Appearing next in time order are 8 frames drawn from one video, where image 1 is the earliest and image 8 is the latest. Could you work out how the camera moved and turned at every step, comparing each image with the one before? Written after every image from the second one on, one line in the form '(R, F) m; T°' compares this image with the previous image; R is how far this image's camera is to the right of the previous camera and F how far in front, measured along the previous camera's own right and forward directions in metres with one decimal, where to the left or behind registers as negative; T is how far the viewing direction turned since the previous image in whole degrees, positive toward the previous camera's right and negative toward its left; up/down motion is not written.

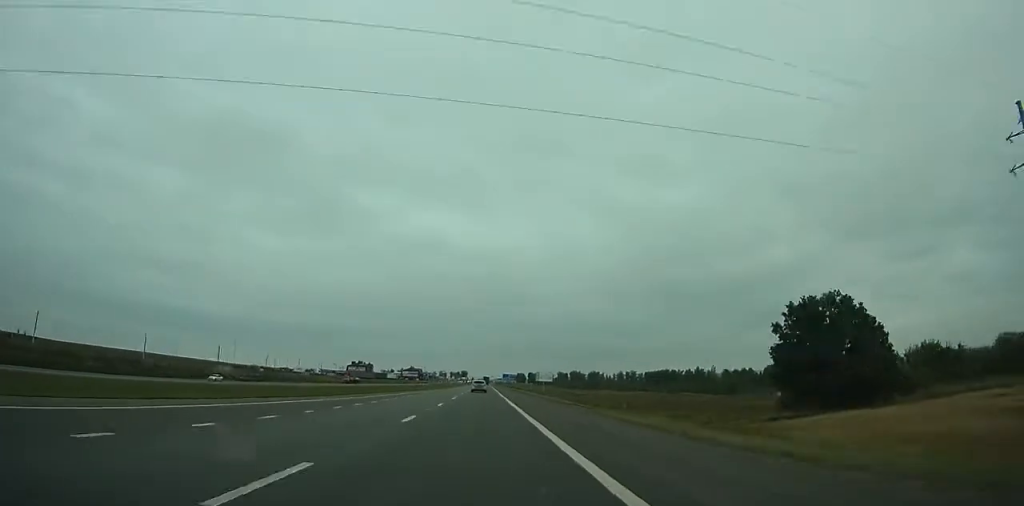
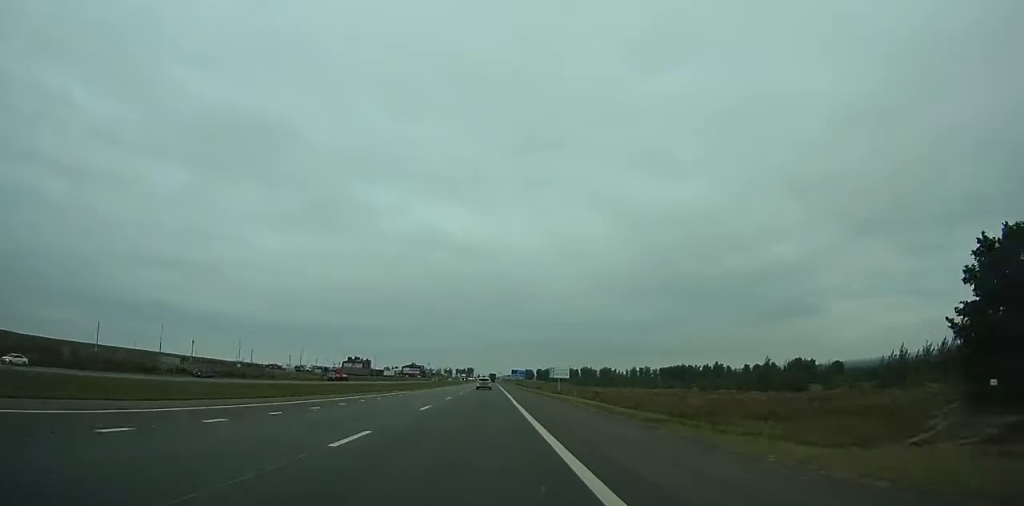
(+0.1, +31.9) m; 0°
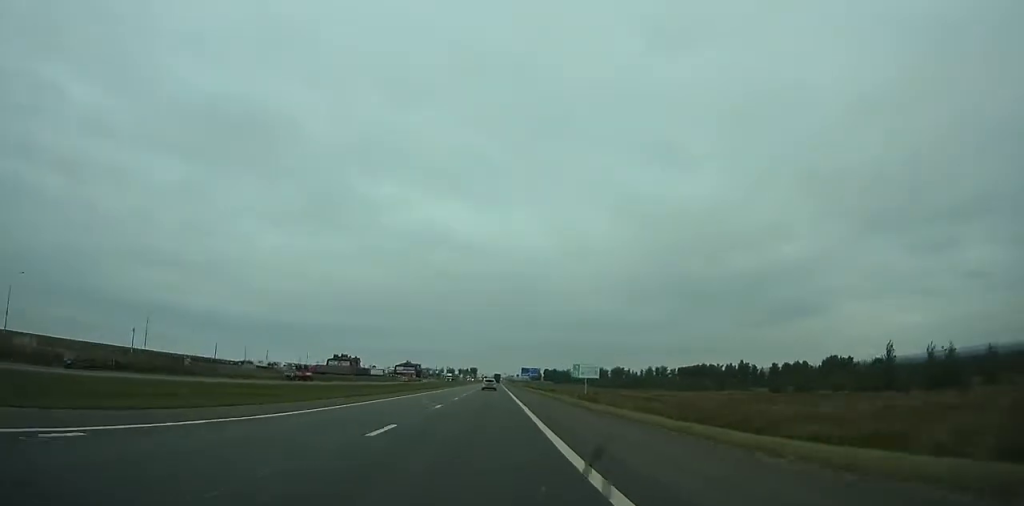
(-0.2, +45.8) m; -1°
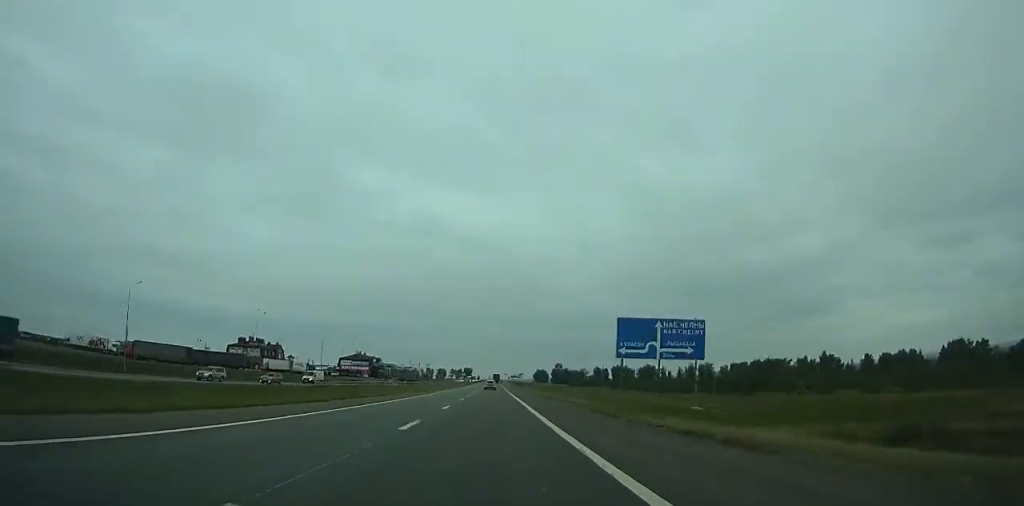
(-1.6, +136.9) m; -1°
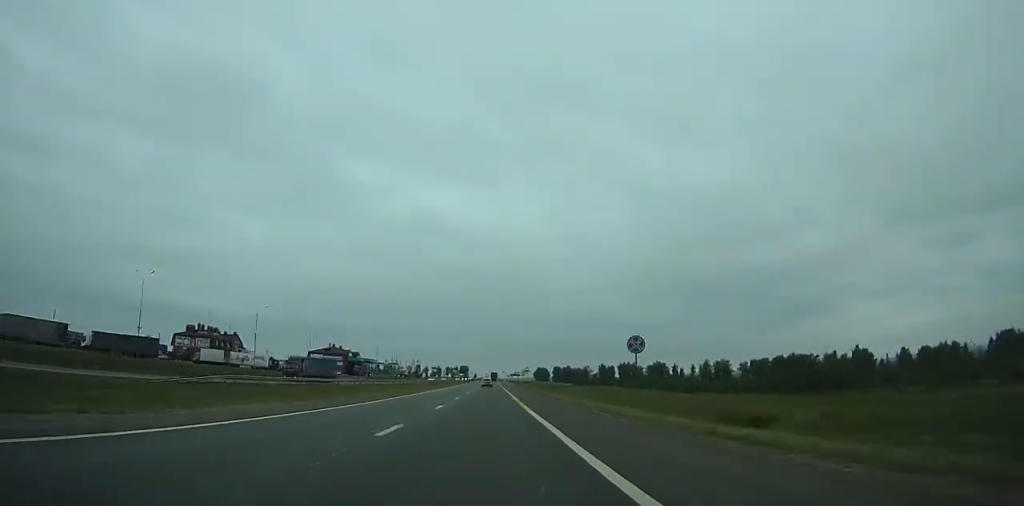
(0.0, +39.6) m; 0°
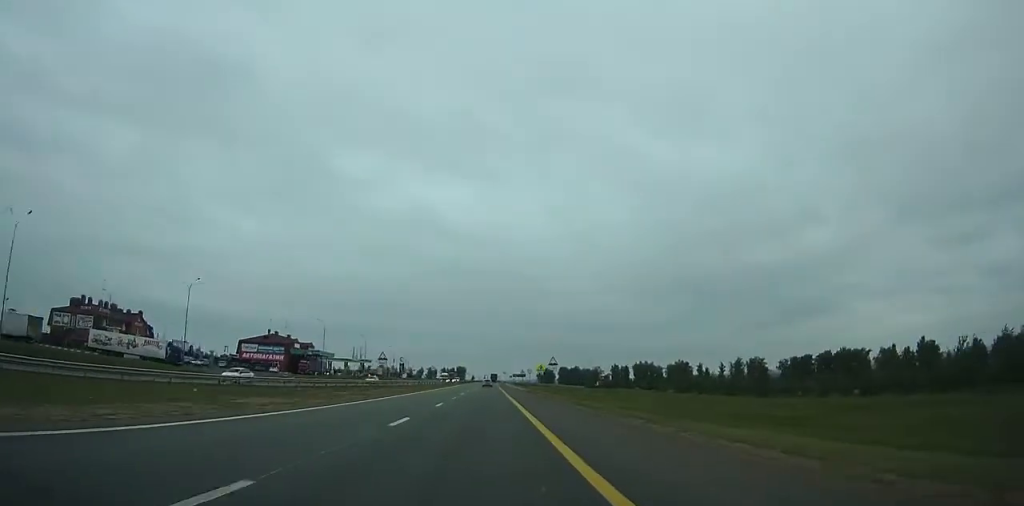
(+0.3, +56.5) m; 0°
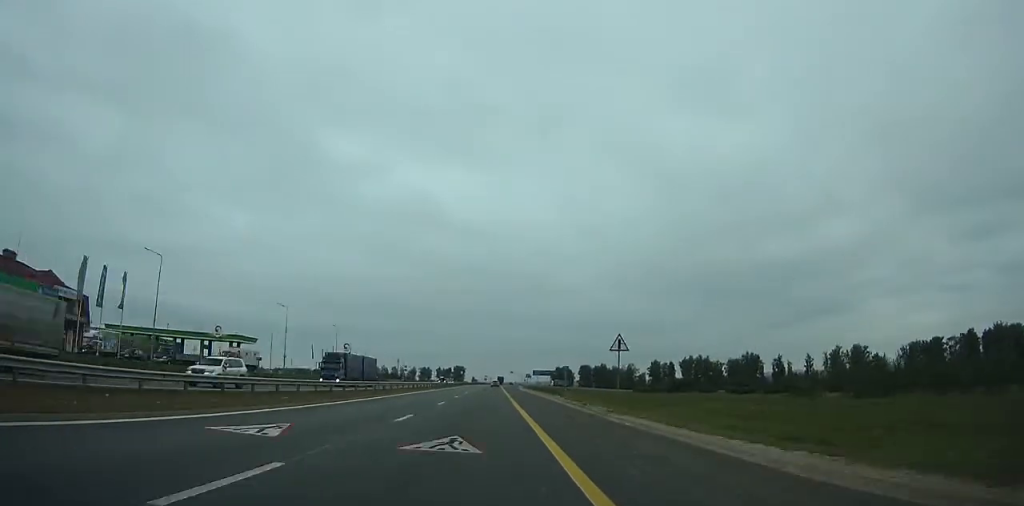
(0.0, +108.5) m; 0°
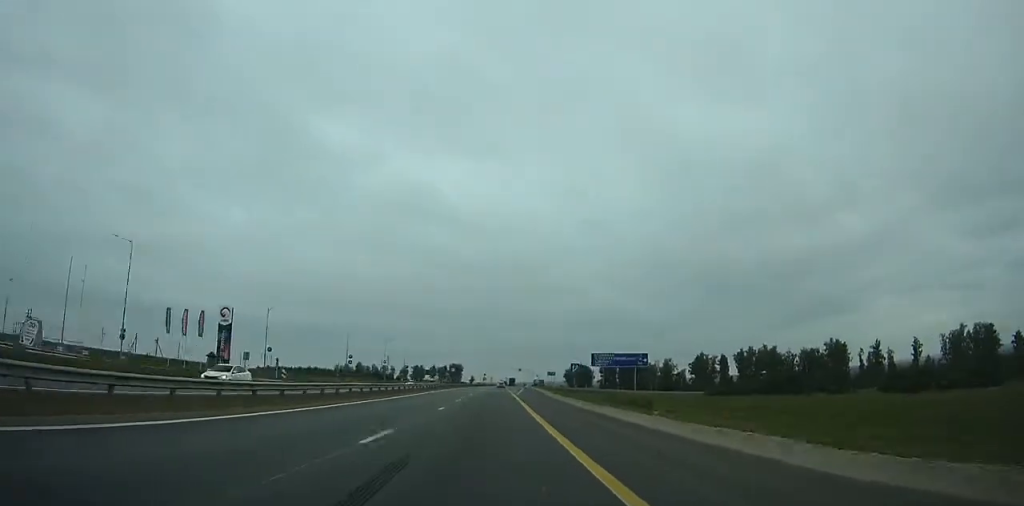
(-0.2, +76.4) m; 0°
